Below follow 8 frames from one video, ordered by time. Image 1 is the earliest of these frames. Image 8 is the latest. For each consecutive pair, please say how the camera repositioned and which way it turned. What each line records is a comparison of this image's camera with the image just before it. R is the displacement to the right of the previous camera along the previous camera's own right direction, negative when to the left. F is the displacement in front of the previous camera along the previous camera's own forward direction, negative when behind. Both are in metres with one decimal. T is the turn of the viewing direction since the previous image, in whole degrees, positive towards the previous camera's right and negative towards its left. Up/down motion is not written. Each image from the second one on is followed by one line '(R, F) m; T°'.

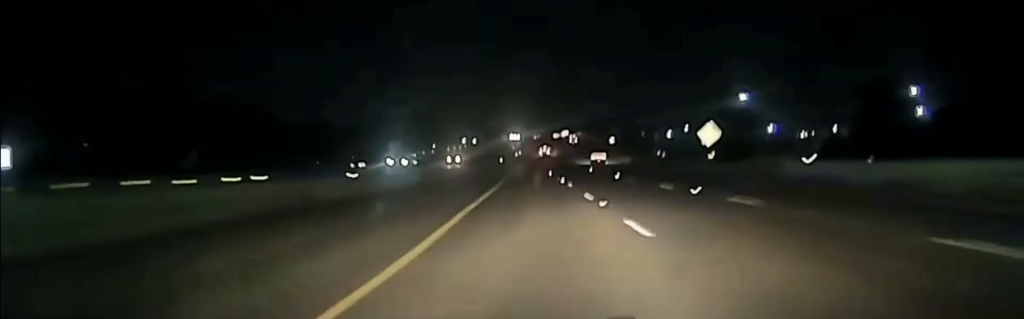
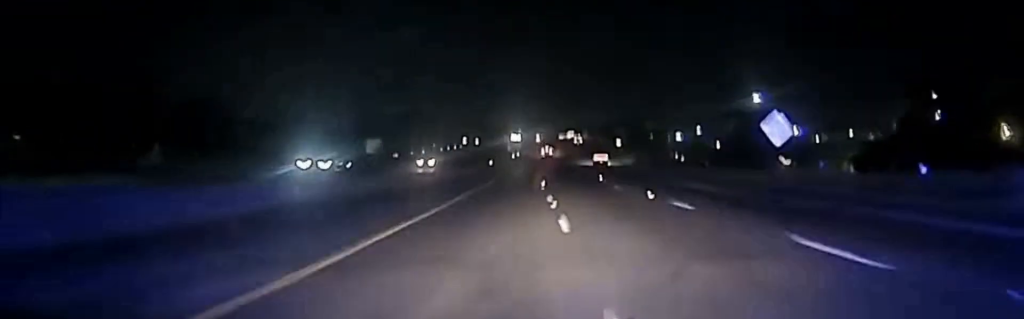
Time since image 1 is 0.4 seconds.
(0.0, +21.7) m; -1°
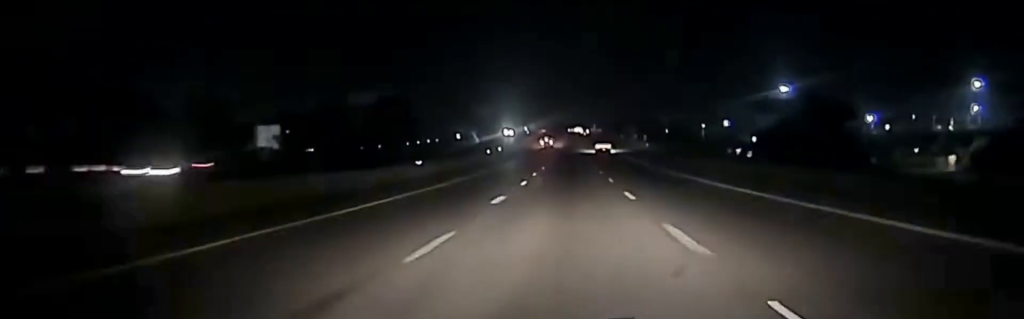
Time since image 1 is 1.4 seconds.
(-0.8, +49.0) m; -1°
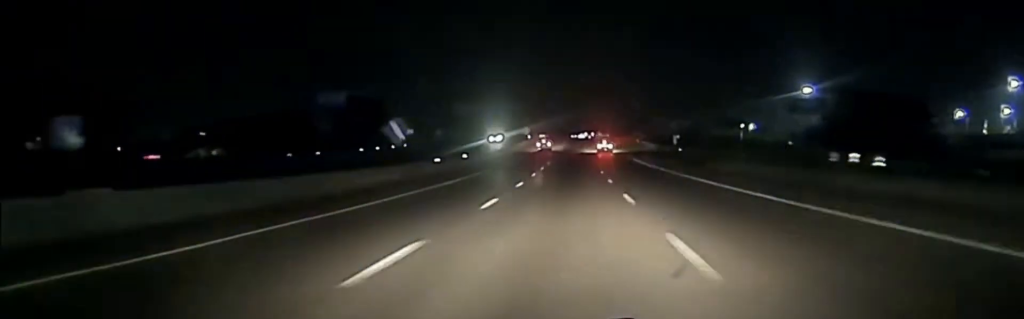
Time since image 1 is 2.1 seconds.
(+0.2, +37.6) m; 0°
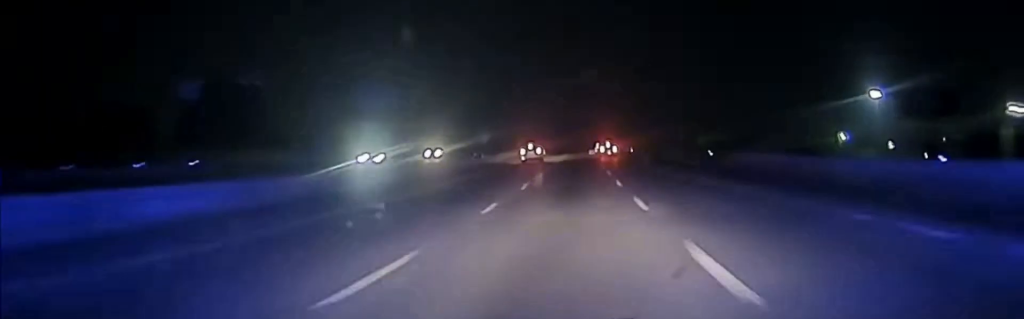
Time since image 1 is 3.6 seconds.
(-0.4, +79.0) m; -1°
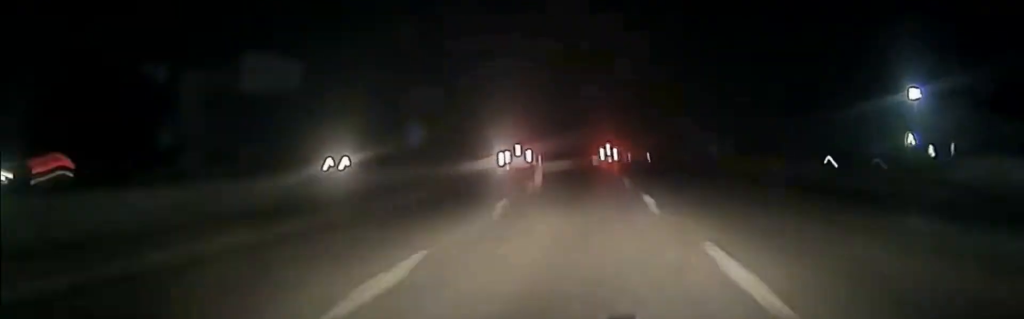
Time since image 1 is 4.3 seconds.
(-0.3, +34.6) m; 0°
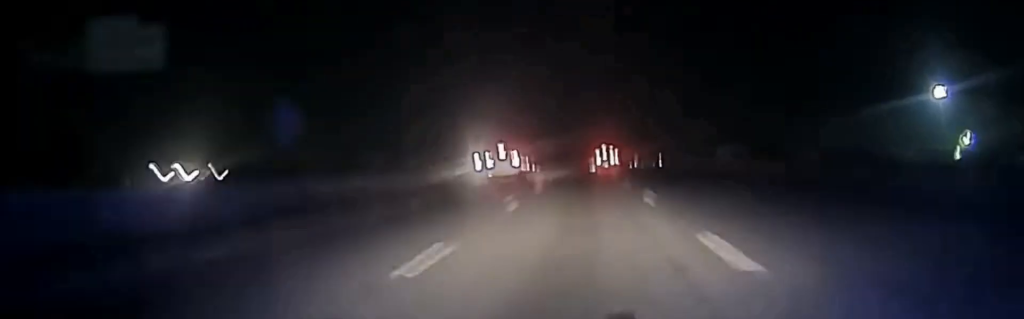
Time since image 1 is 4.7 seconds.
(0.0, +19.8) m; 0°
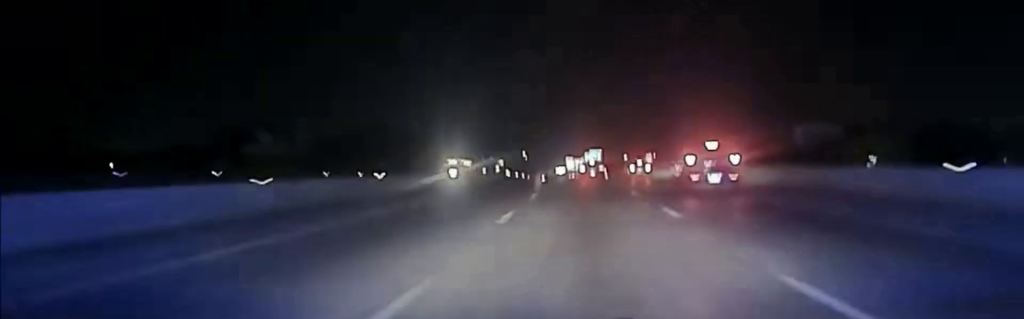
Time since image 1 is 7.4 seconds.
(+0.8, +147.0) m; 0°
